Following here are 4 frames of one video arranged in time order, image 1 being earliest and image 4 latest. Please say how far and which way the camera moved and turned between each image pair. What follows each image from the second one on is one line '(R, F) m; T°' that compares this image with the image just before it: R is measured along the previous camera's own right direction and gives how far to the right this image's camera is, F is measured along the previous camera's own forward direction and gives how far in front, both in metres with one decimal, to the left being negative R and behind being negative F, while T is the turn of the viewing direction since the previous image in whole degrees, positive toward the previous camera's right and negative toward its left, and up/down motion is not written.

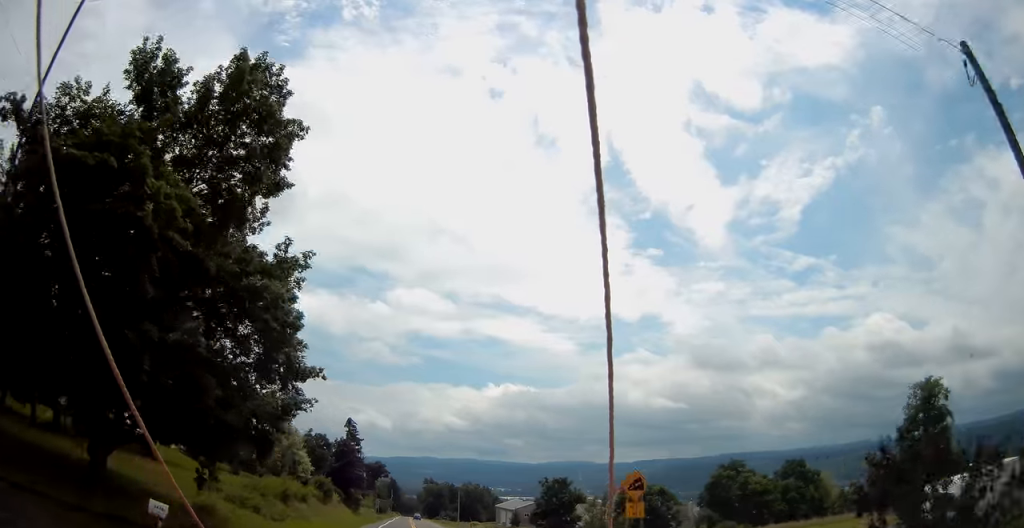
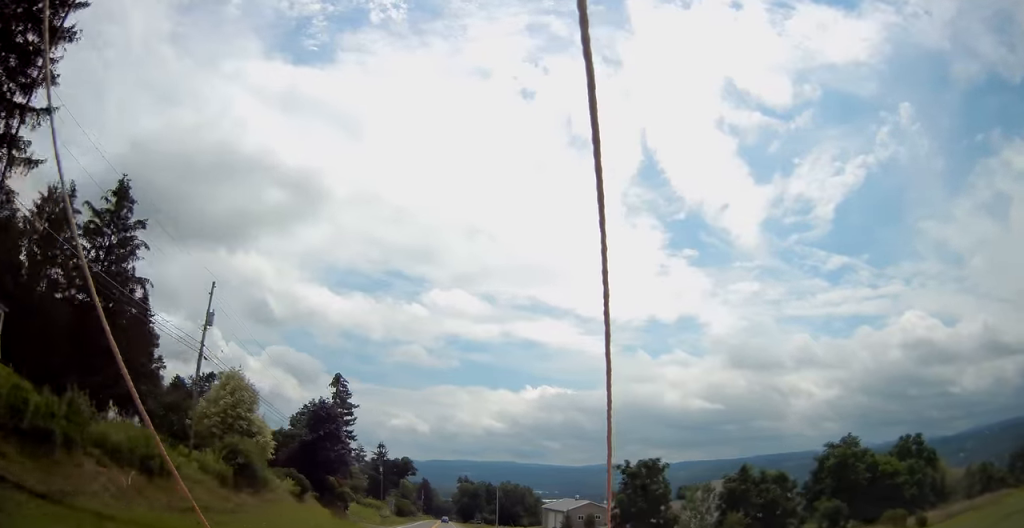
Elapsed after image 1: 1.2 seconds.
(-0.6, +26.4) m; -3°
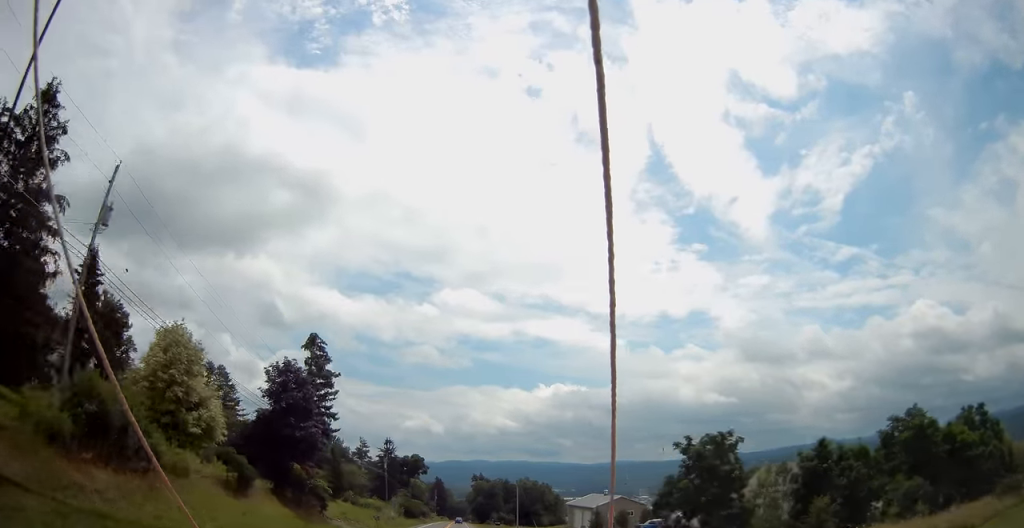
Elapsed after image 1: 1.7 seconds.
(-0.2, +12.9) m; -1°
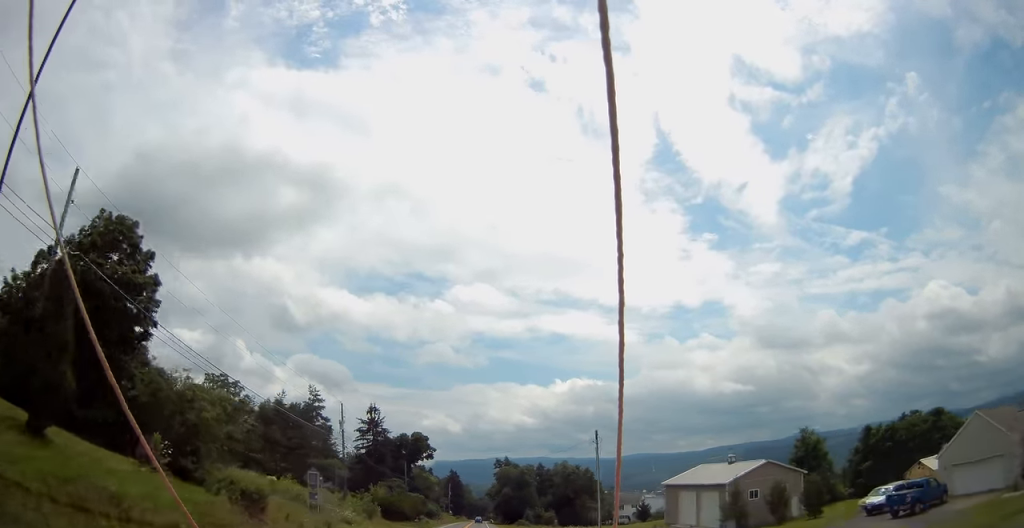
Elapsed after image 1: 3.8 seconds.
(-1.5, +46.3) m; -4°
